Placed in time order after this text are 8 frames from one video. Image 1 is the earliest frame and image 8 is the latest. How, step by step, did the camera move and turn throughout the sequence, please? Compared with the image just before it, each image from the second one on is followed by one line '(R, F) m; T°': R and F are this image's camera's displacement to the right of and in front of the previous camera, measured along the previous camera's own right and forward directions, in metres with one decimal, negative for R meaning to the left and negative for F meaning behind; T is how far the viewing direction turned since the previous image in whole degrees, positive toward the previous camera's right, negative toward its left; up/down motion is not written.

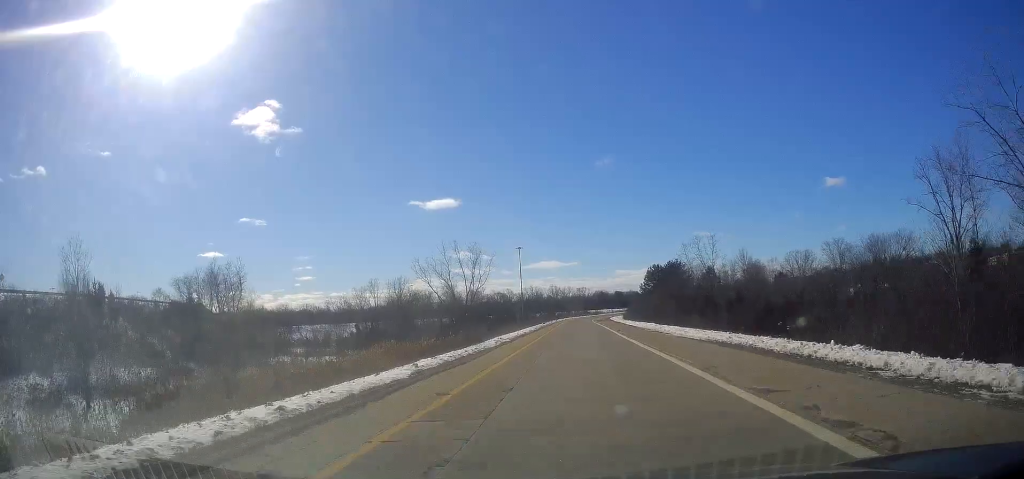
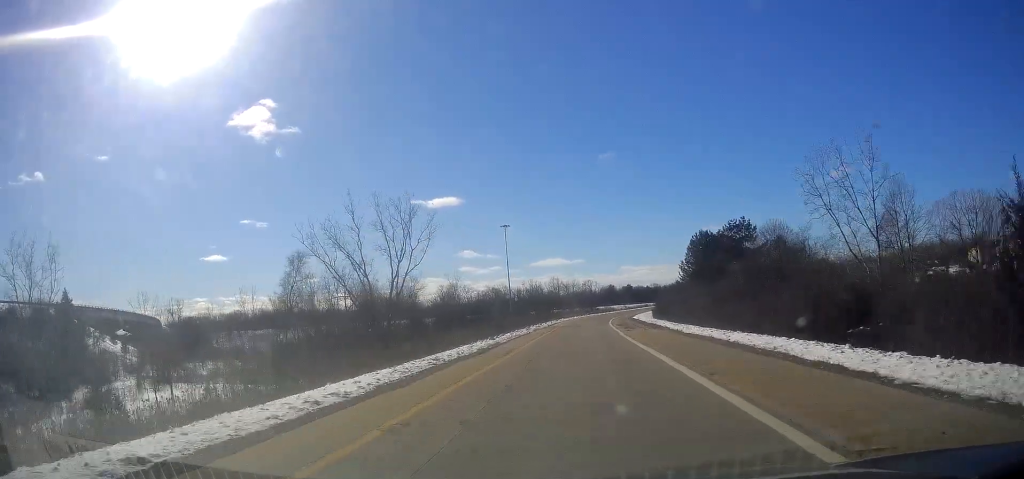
(-0.5, +53.4) m; 0°
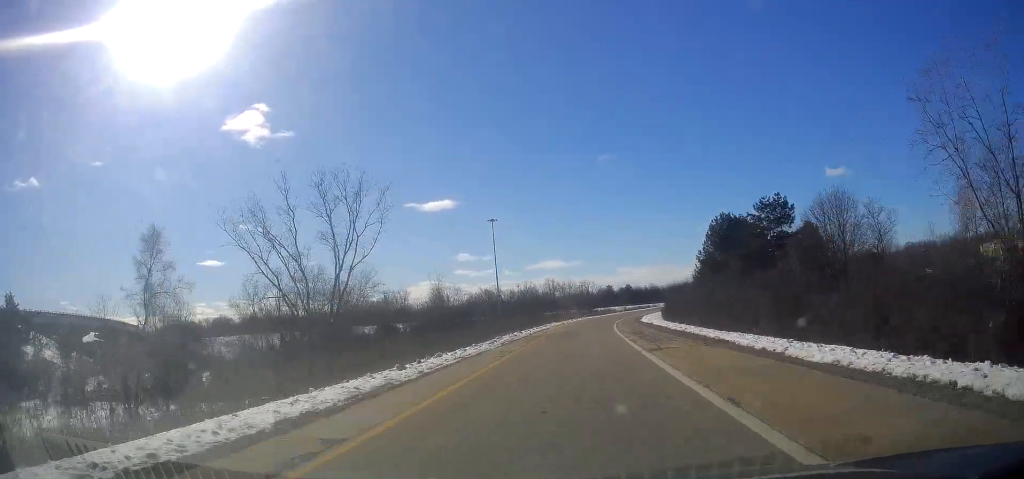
(+0.1, +16.9) m; 0°
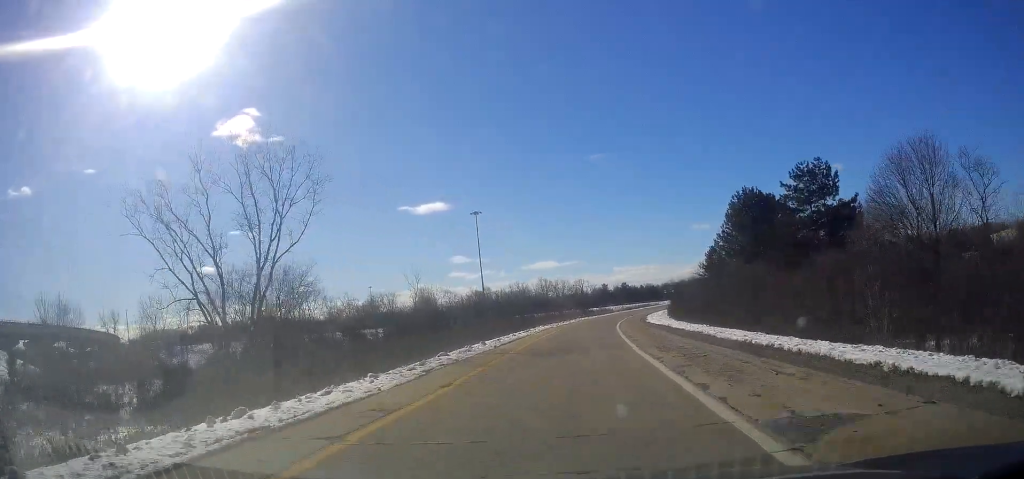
(-0.3, +14.1) m; 0°
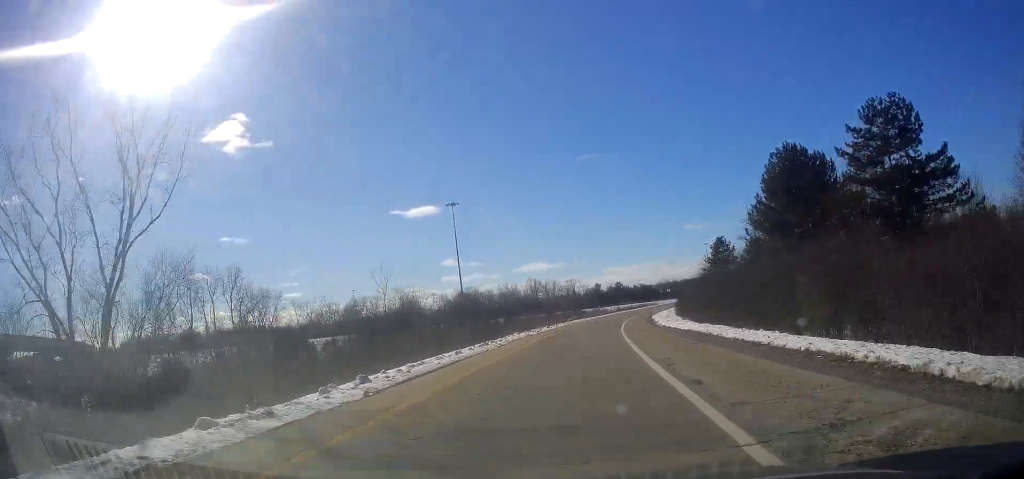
(+0.1, +16.1) m; +1°
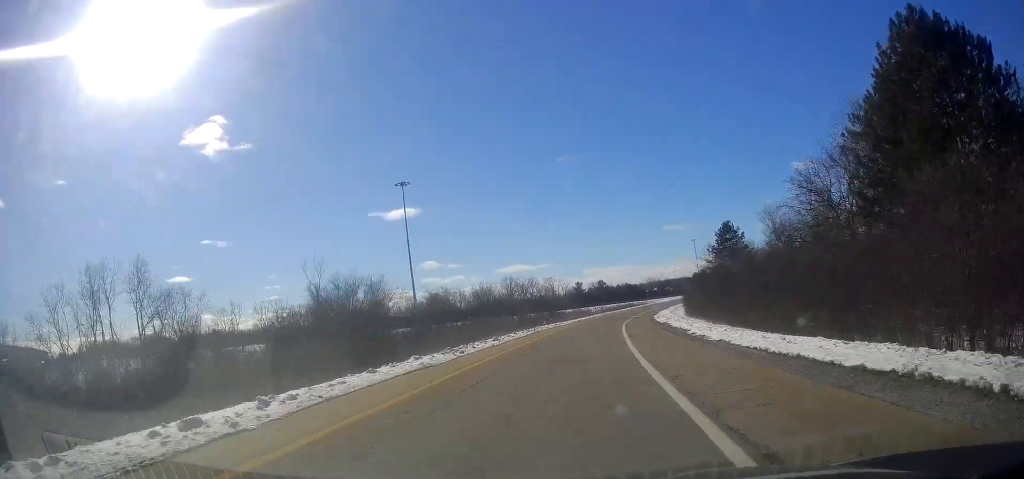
(+0.4, +22.9) m; +2°
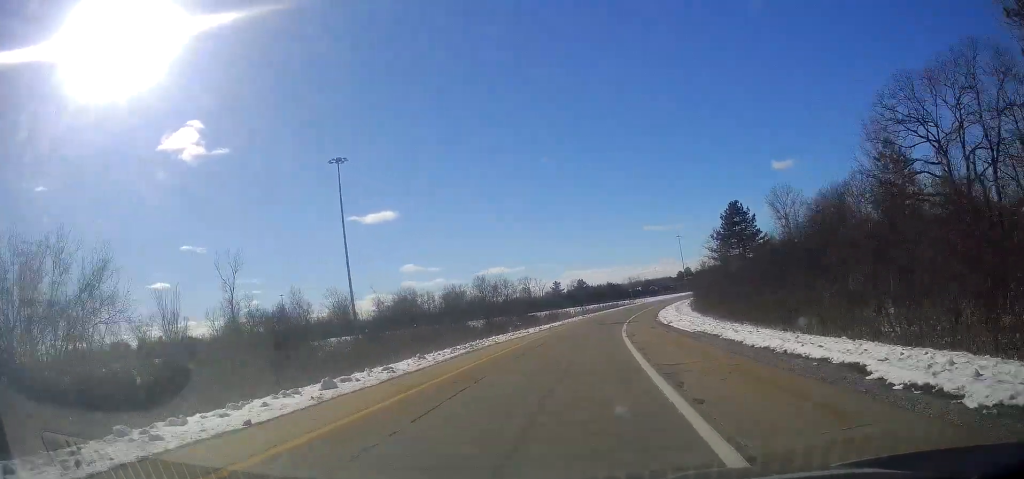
(+0.3, +20.2) m; +3°
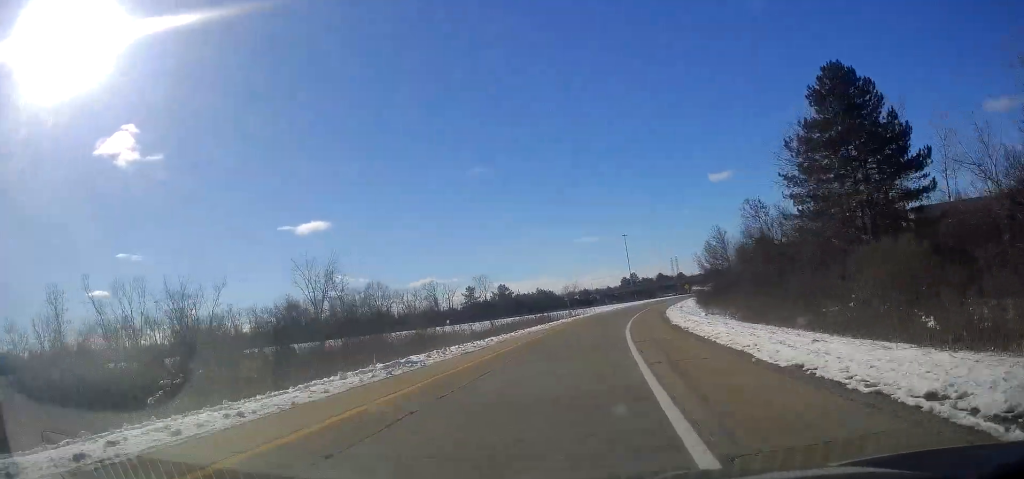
(+4.1, +56.4) m; +8°
